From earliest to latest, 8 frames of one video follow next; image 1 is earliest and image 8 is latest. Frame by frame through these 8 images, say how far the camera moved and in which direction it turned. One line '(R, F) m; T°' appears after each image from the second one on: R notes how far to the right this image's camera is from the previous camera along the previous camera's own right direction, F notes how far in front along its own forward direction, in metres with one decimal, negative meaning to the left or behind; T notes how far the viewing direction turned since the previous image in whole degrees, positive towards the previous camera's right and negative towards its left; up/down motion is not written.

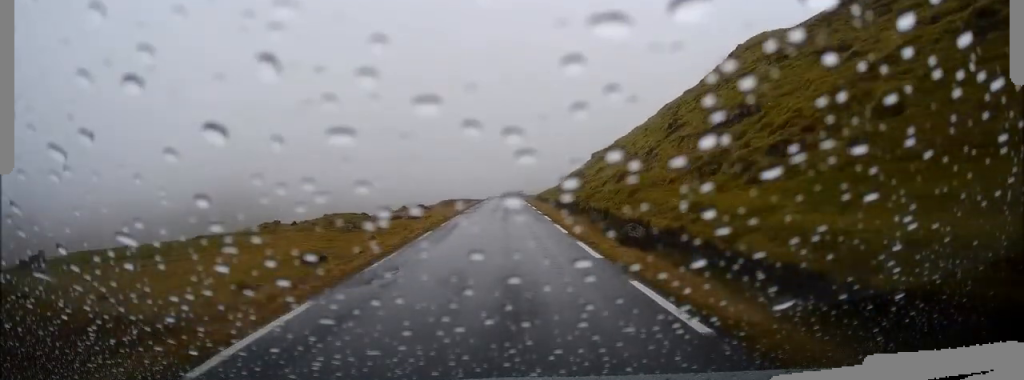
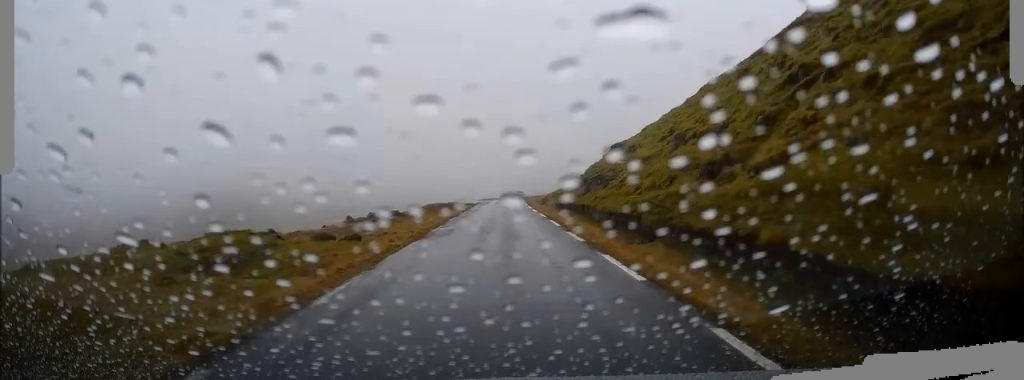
(0.0, +15.3) m; 0°
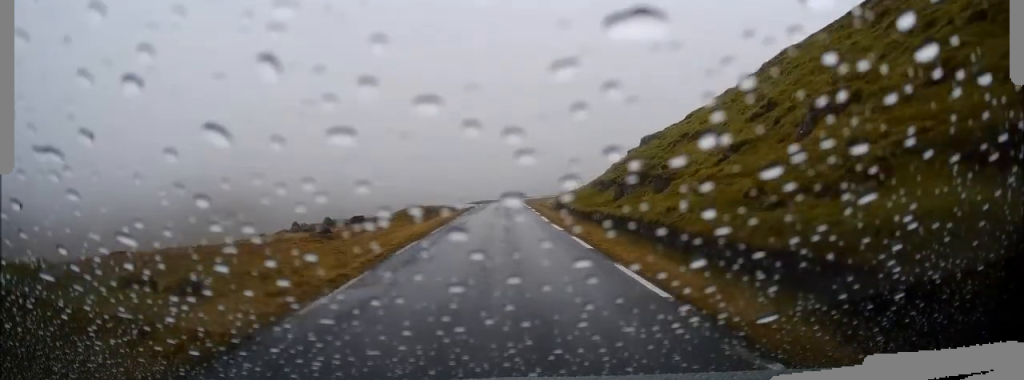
(0.0, +12.7) m; -1°
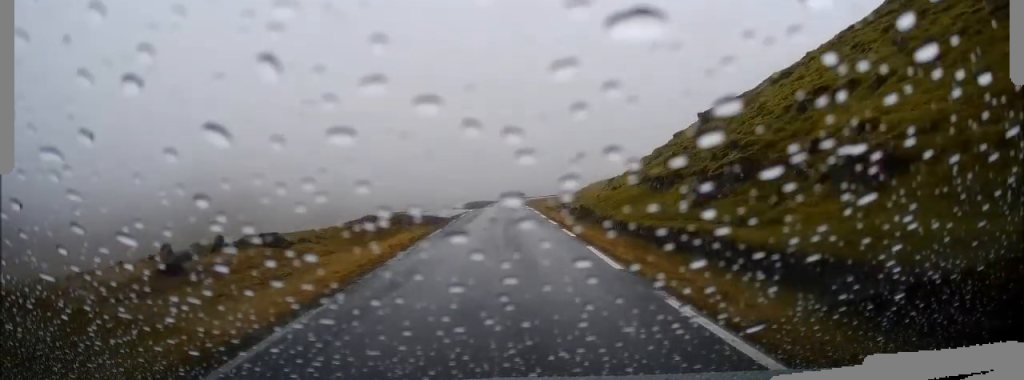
(-0.2, +14.9) m; 0°
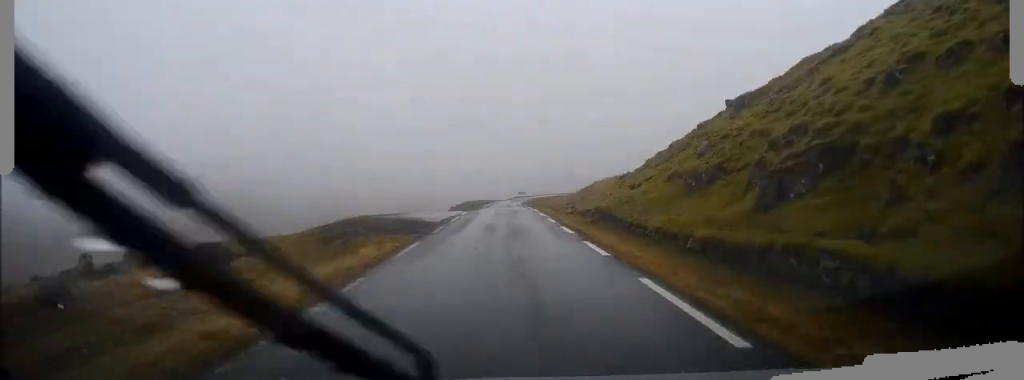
(+0.1, +5.0) m; 0°
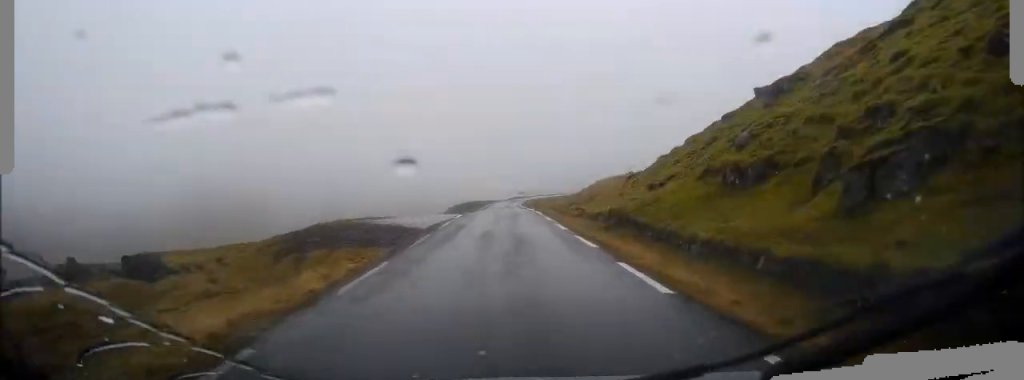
(0.0, +4.1) m; 0°
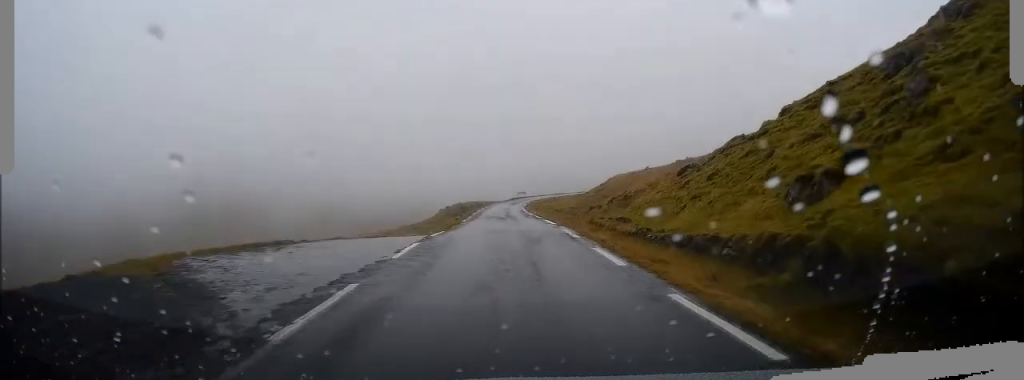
(+0.1, +14.7) m; +1°
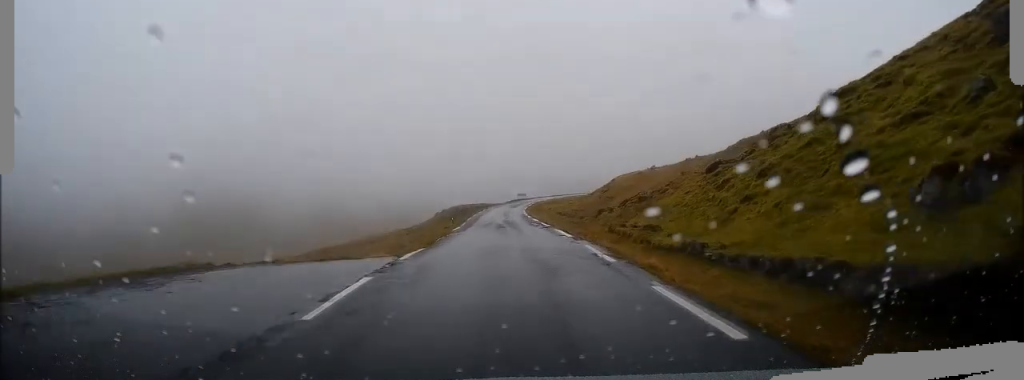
(0.0, +5.2) m; 0°
